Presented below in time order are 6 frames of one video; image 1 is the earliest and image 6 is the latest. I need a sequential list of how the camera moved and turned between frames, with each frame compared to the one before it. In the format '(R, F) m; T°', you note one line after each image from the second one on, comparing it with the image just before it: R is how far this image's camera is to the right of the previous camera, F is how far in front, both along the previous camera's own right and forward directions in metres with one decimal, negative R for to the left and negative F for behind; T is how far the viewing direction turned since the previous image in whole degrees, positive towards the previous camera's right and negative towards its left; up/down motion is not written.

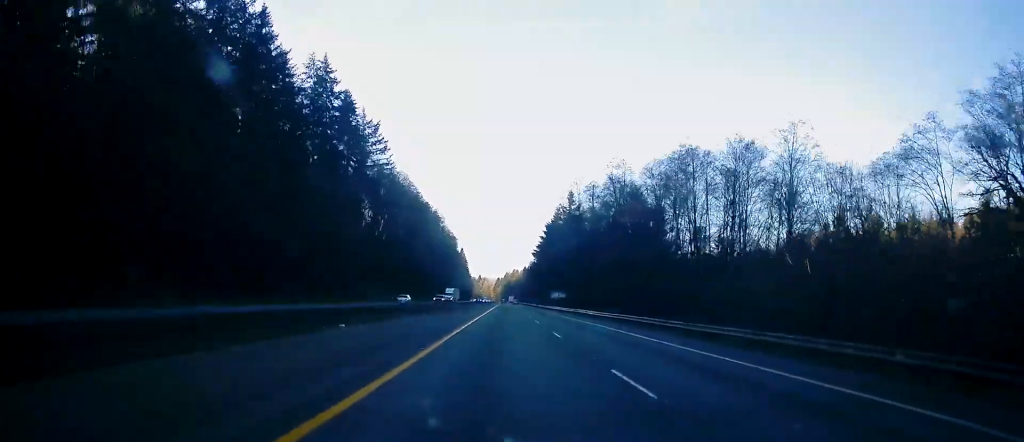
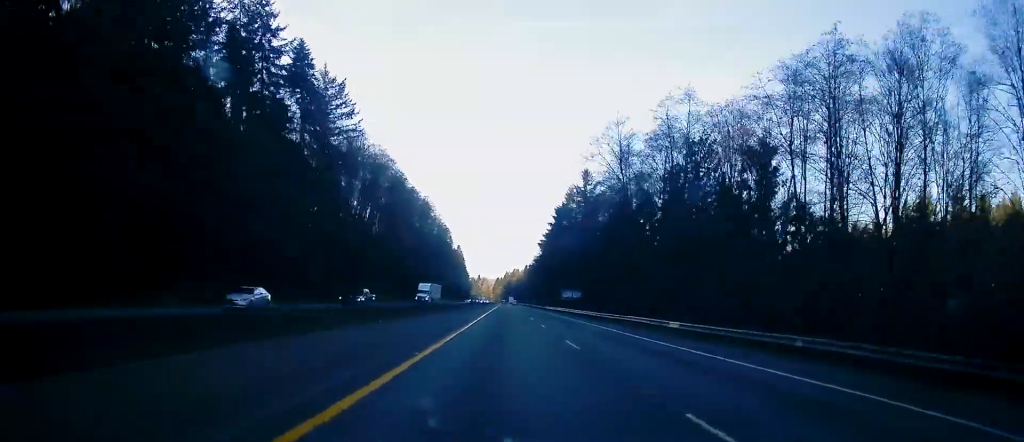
(+0.2, +28.9) m; 0°
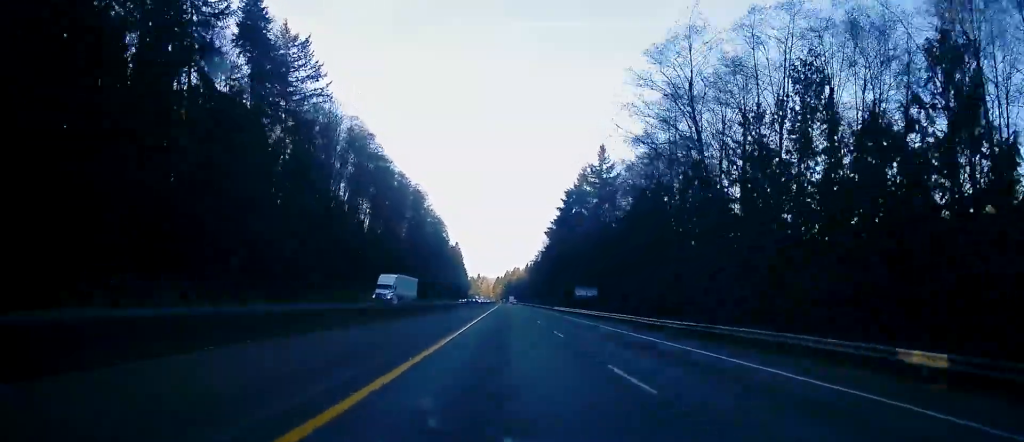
(-0.1, +19.9) m; 0°
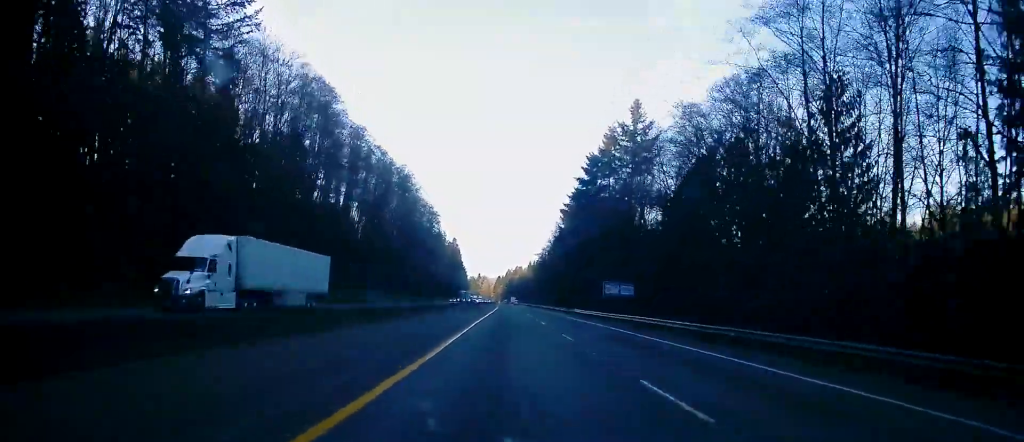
(-0.3, +26.5) m; 0°
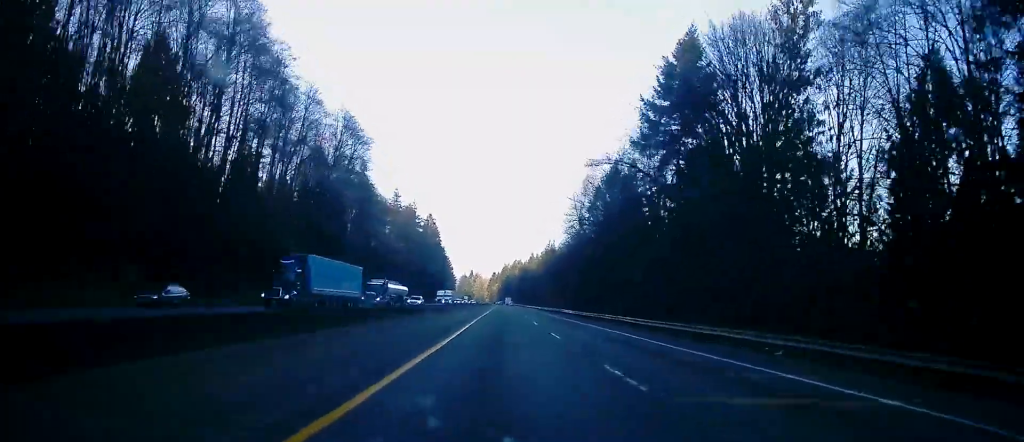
(+1.6, +95.8) m; +1°
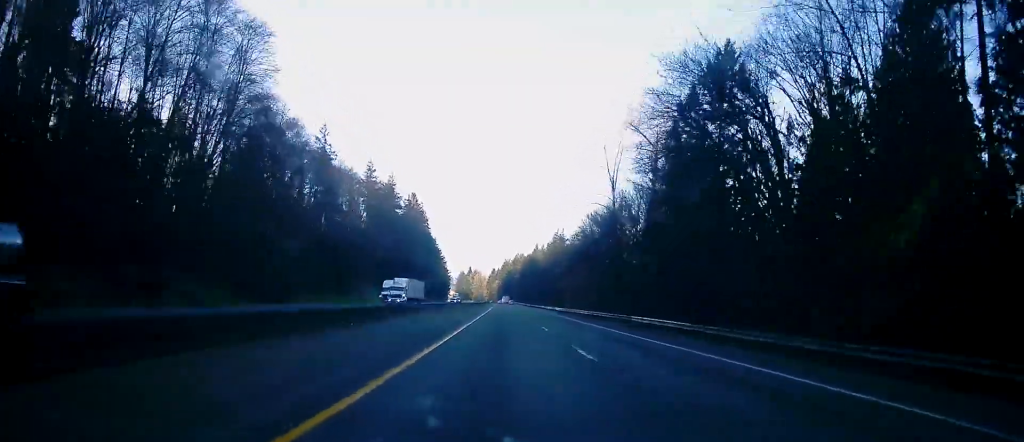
(-0.4, +45.2) m; 0°
